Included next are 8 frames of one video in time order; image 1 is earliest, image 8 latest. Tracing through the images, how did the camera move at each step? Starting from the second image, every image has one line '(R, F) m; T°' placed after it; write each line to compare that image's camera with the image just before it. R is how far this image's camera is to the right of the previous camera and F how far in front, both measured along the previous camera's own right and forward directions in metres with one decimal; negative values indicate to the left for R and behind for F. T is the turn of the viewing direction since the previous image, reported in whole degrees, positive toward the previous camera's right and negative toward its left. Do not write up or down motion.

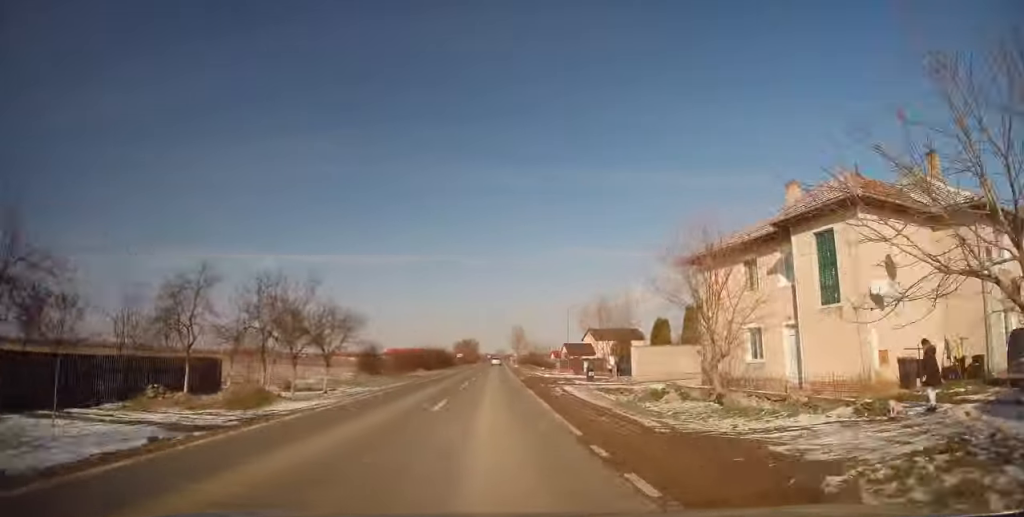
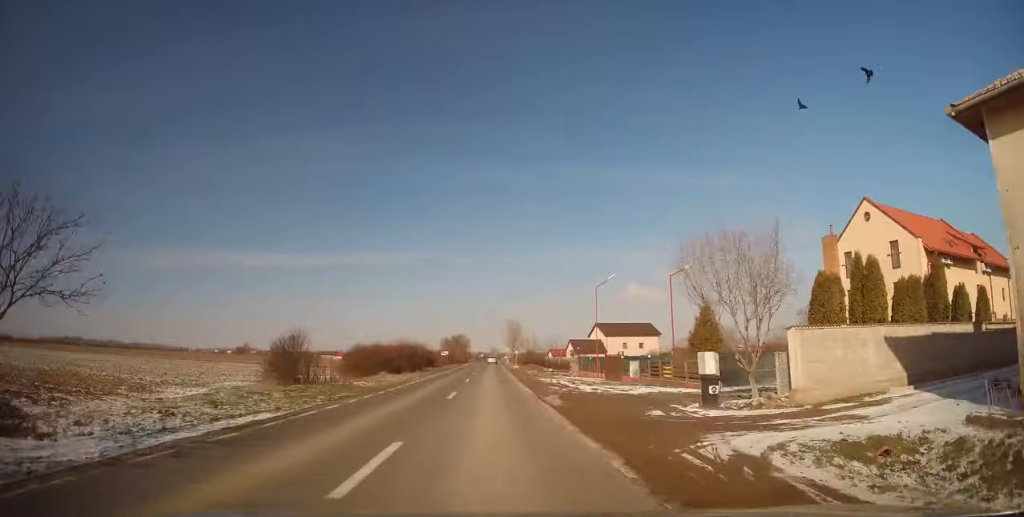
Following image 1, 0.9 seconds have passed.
(0.0, +19.5) m; +1°
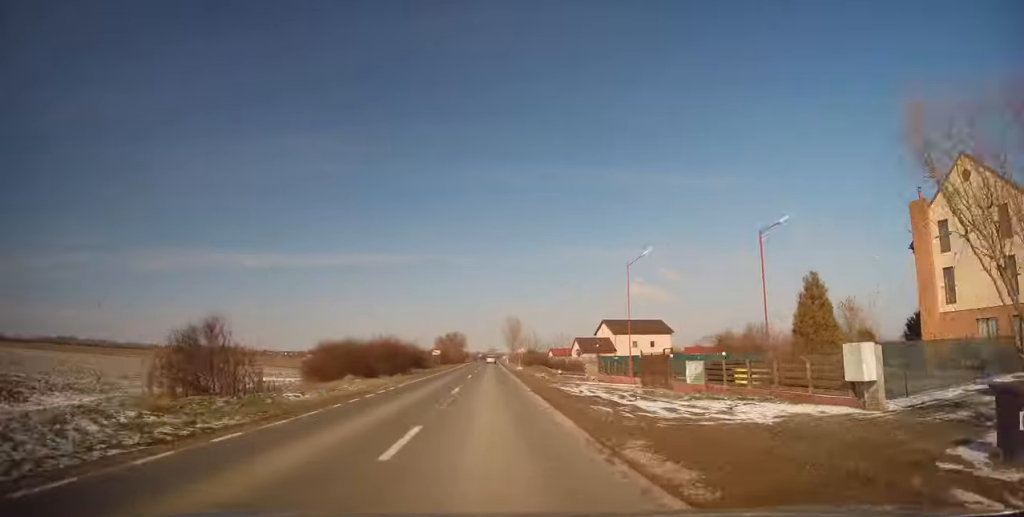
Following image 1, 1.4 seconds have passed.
(0.0, +10.1) m; 0°
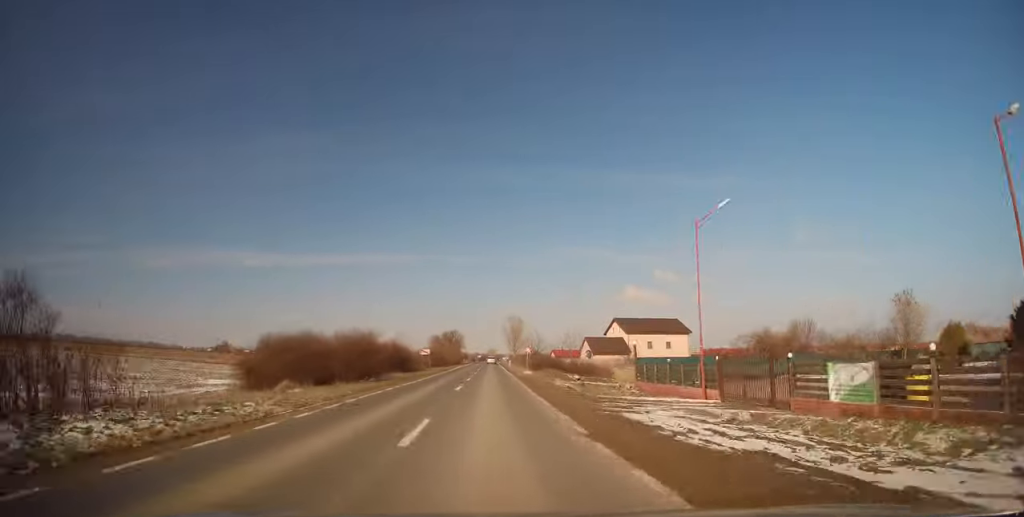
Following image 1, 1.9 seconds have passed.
(+0.1, +10.8) m; 0°
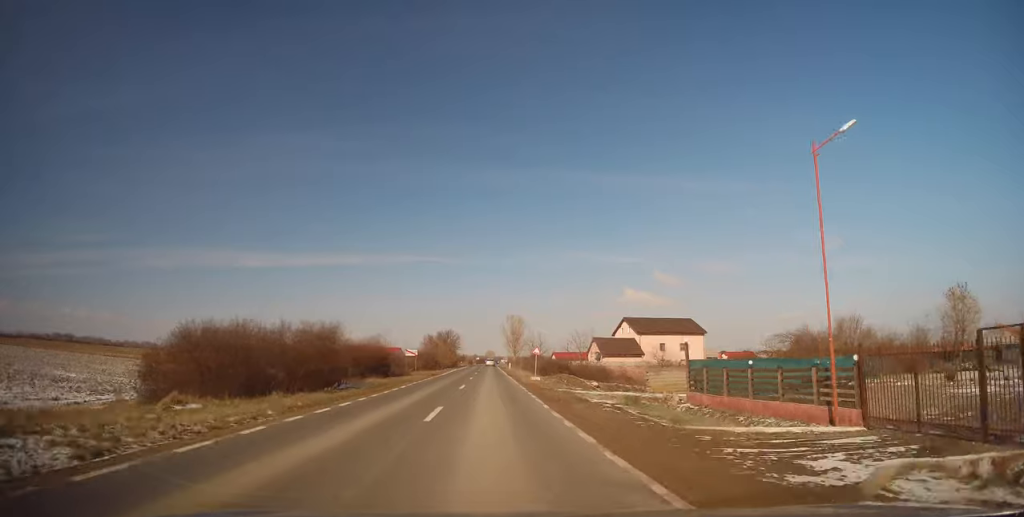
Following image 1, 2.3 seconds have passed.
(+0.1, +8.7) m; 0°
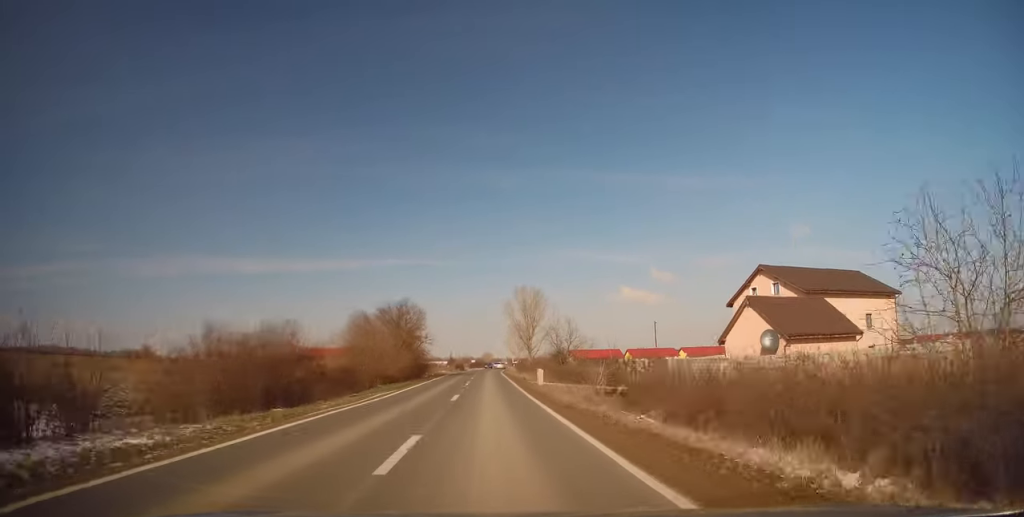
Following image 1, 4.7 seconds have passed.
(+0.3, +52.6) m; +1°
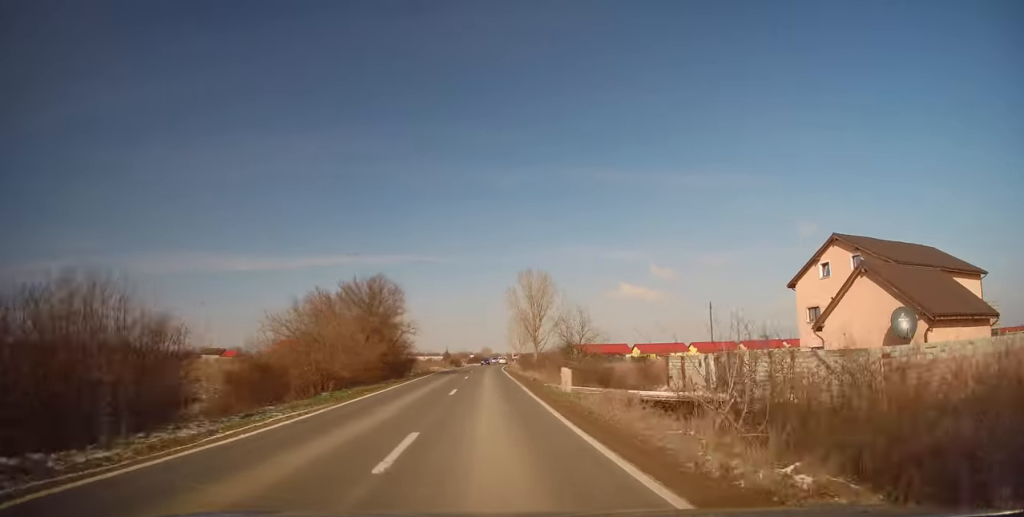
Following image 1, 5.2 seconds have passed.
(0.0, +11.9) m; 0°
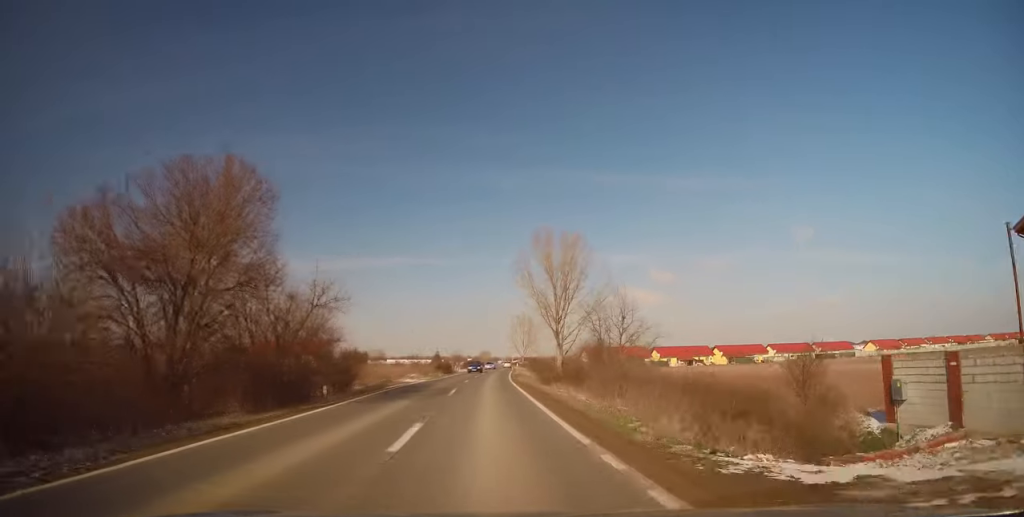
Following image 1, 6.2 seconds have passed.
(0.0, +22.5) m; 0°
